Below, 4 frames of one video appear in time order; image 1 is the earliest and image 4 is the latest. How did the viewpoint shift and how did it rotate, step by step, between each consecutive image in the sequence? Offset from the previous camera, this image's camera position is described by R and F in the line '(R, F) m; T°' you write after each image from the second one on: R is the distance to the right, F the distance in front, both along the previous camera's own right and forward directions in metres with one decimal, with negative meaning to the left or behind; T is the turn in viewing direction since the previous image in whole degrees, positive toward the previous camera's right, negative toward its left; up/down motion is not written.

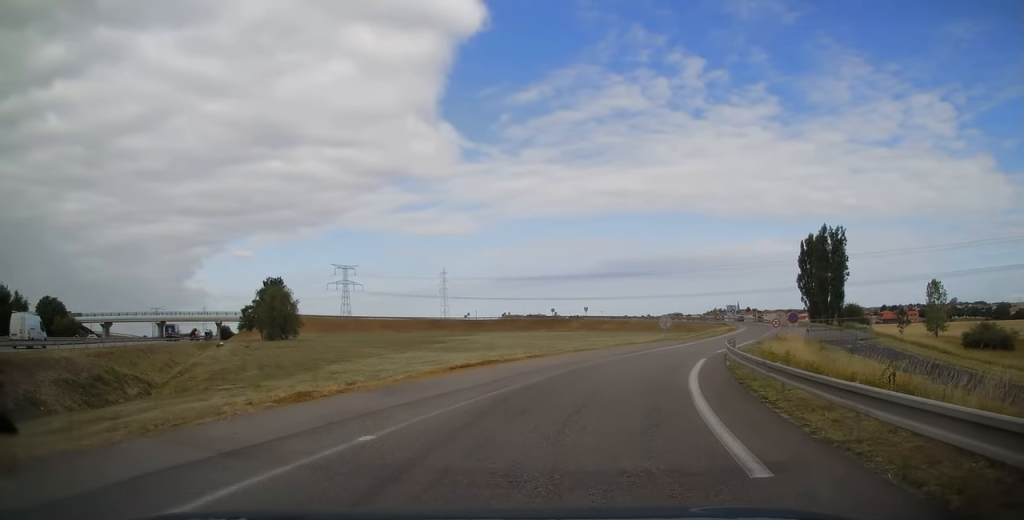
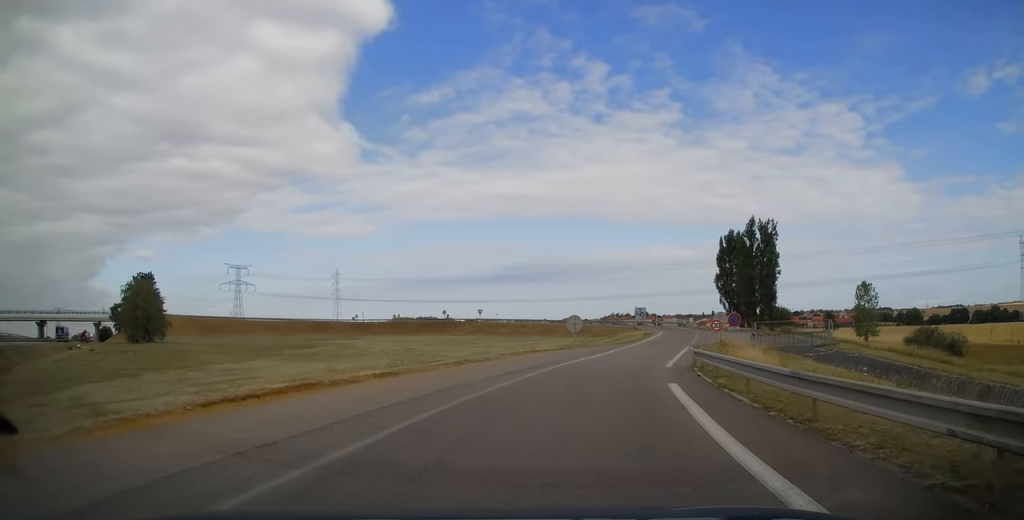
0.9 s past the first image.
(+1.4, +11.0) m; +11°
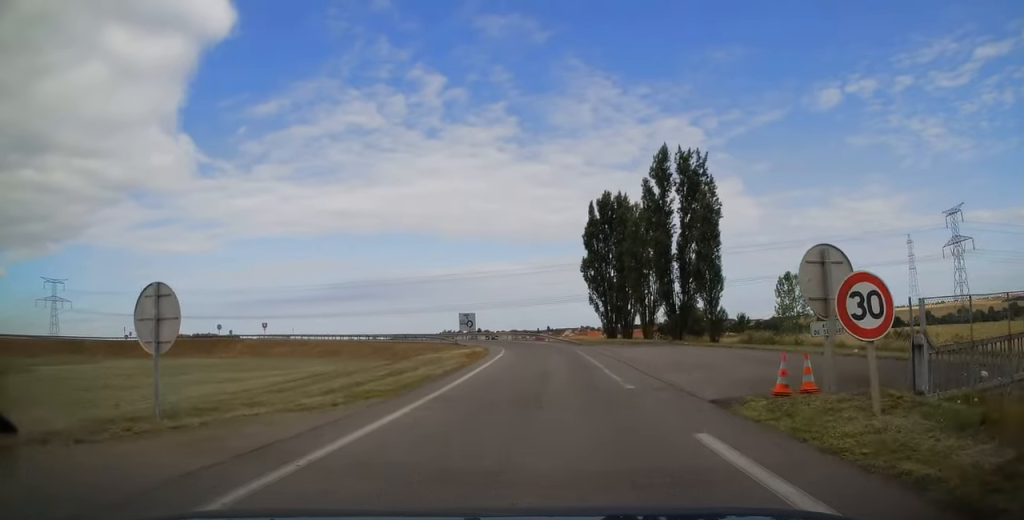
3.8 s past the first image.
(+7.2, +34.8) m; +19°
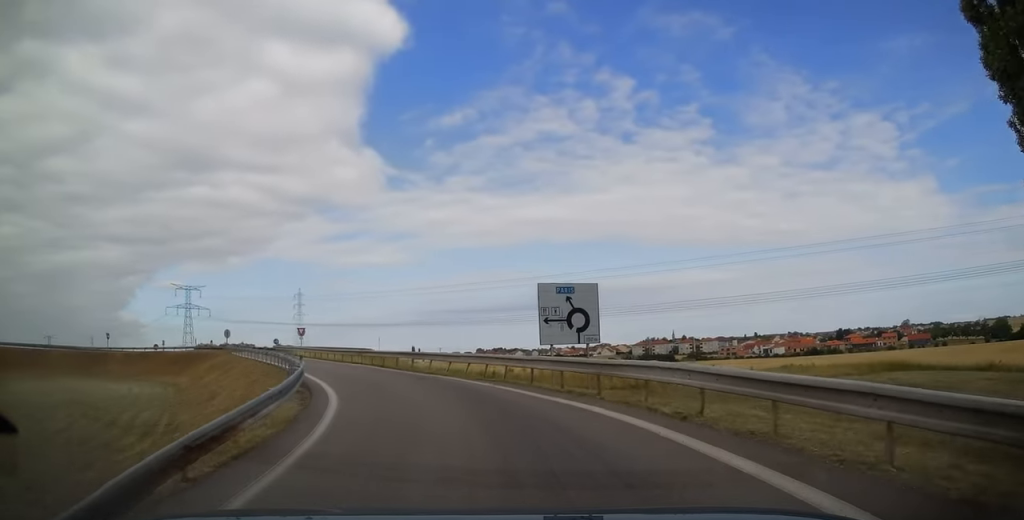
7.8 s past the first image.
(-0.9, +51.6) m; -15°
